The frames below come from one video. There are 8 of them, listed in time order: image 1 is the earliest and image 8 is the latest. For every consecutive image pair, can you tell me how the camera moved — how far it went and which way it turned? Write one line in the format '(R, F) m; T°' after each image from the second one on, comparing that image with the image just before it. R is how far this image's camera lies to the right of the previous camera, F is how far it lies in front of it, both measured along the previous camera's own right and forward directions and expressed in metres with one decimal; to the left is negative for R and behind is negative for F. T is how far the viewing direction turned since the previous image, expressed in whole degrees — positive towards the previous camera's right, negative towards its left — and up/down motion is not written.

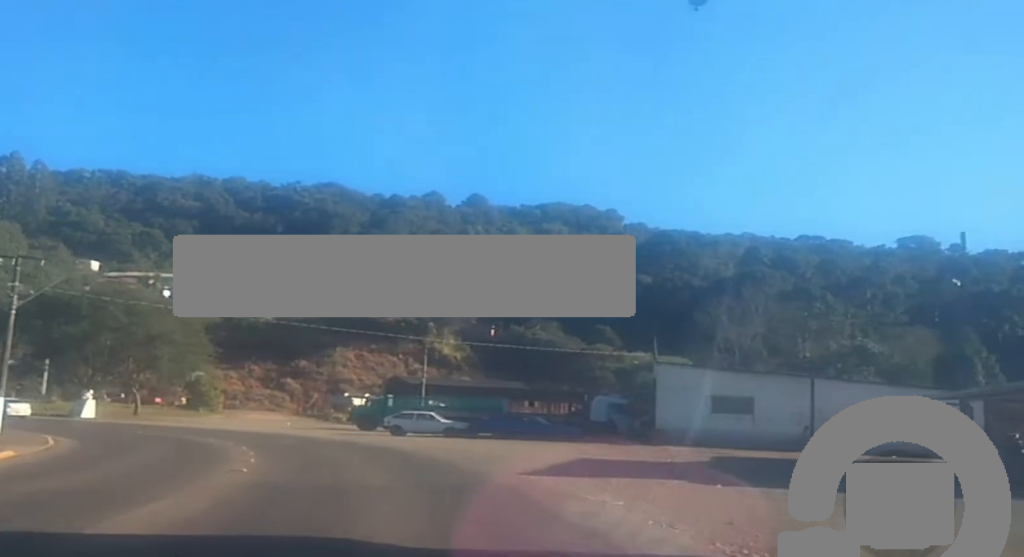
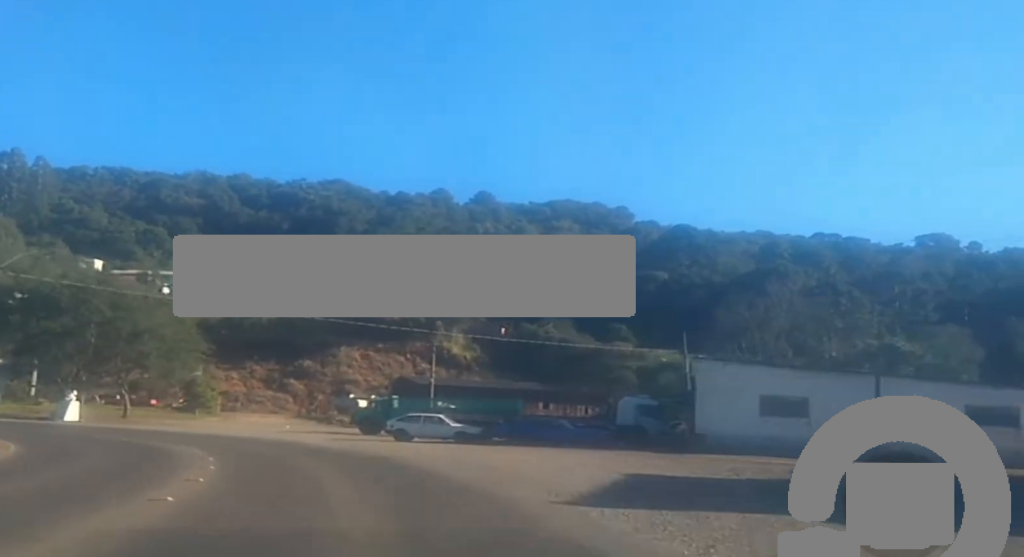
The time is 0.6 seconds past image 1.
(-0.1, +5.5) m; -1°
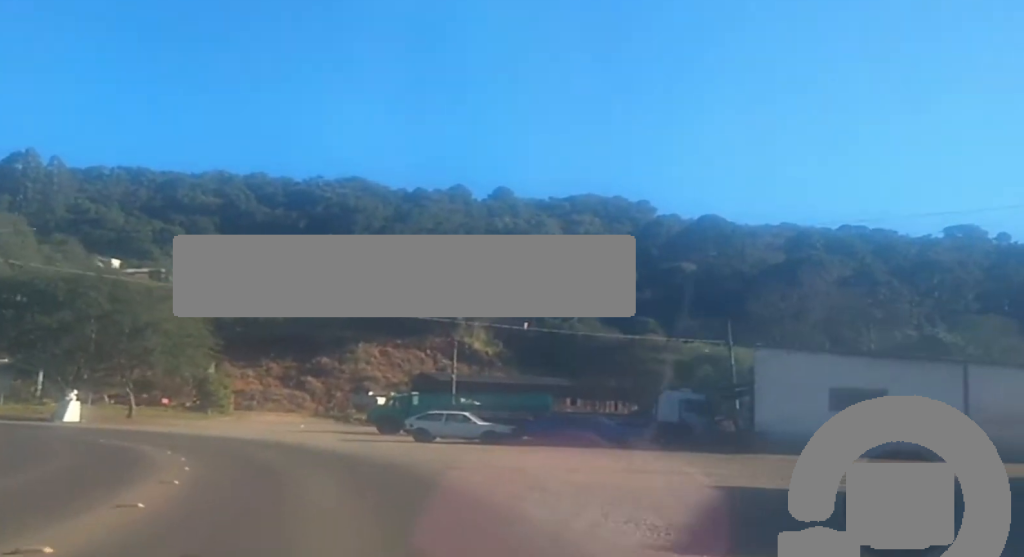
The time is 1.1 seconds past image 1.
(0.0, +4.7) m; -1°
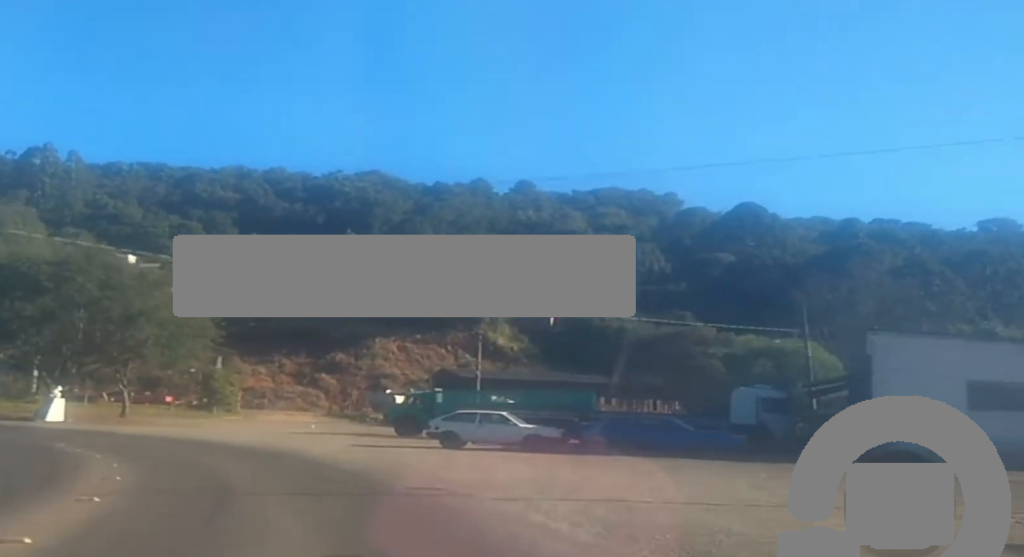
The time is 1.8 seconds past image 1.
(+0.1, +7.3) m; -5°
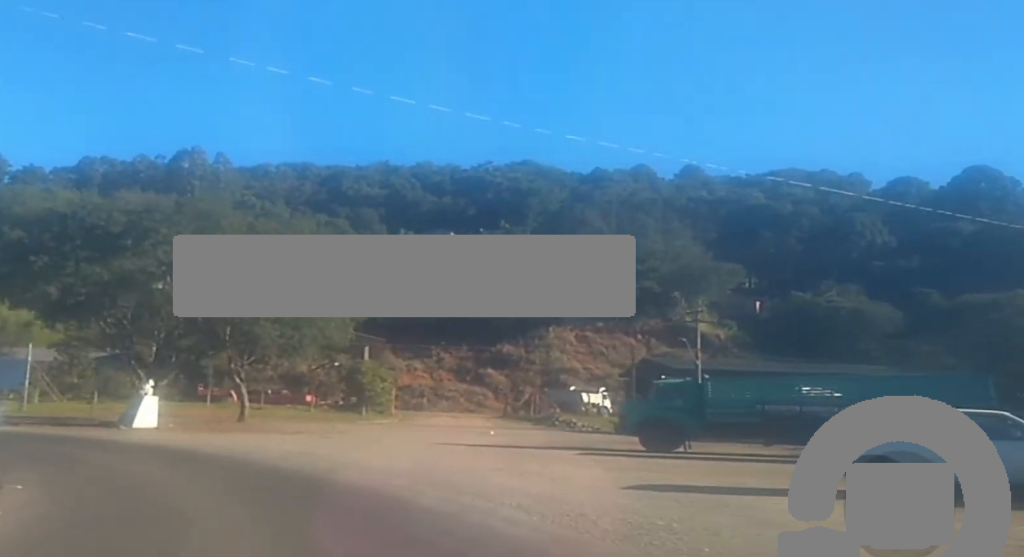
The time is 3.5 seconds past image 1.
(-1.9, +17.7) m; -9°
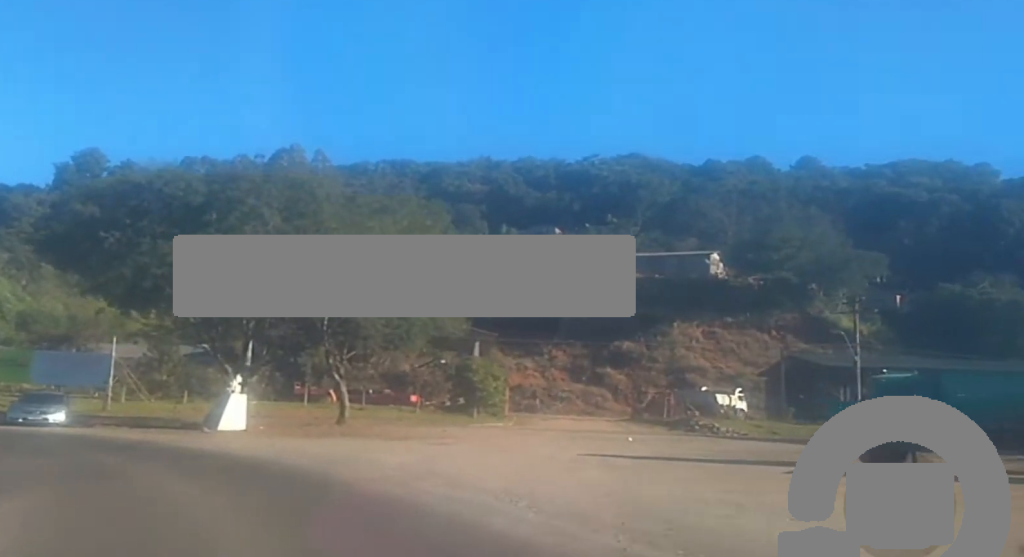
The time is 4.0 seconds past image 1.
(+0.2, +6.2) m; -2°
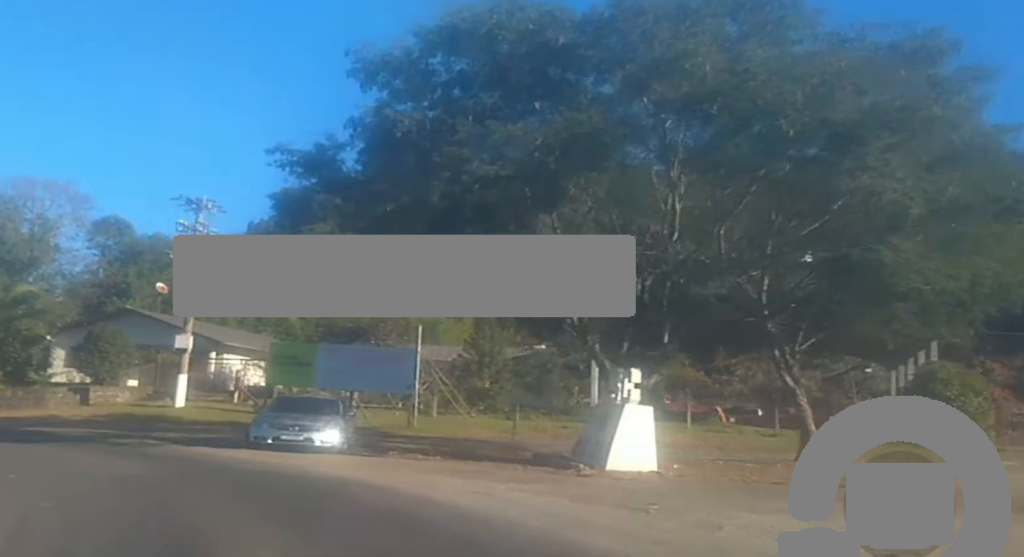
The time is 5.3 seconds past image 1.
(-2.2, +16.3) m; -15°
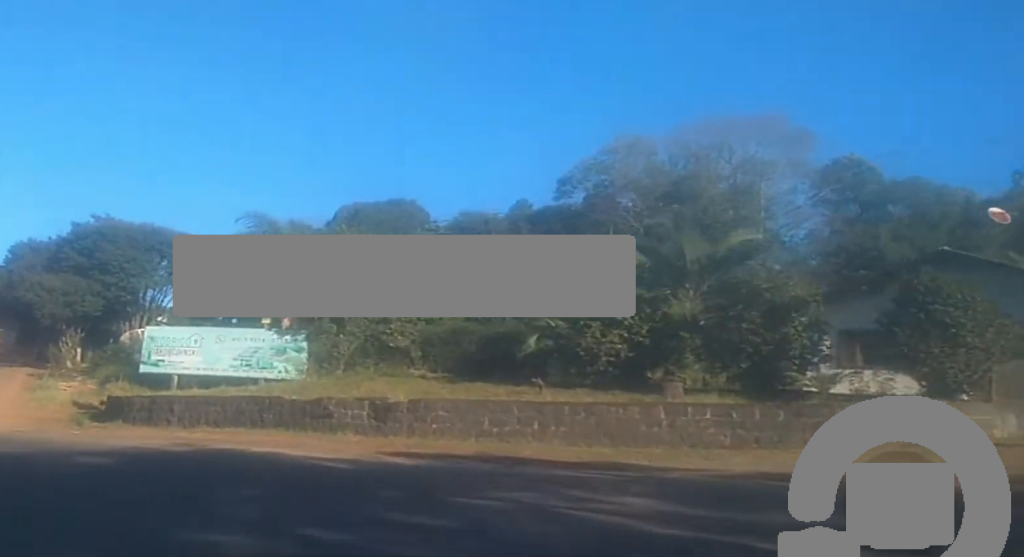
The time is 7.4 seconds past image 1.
(-4.9, +25.6) m; -25°
